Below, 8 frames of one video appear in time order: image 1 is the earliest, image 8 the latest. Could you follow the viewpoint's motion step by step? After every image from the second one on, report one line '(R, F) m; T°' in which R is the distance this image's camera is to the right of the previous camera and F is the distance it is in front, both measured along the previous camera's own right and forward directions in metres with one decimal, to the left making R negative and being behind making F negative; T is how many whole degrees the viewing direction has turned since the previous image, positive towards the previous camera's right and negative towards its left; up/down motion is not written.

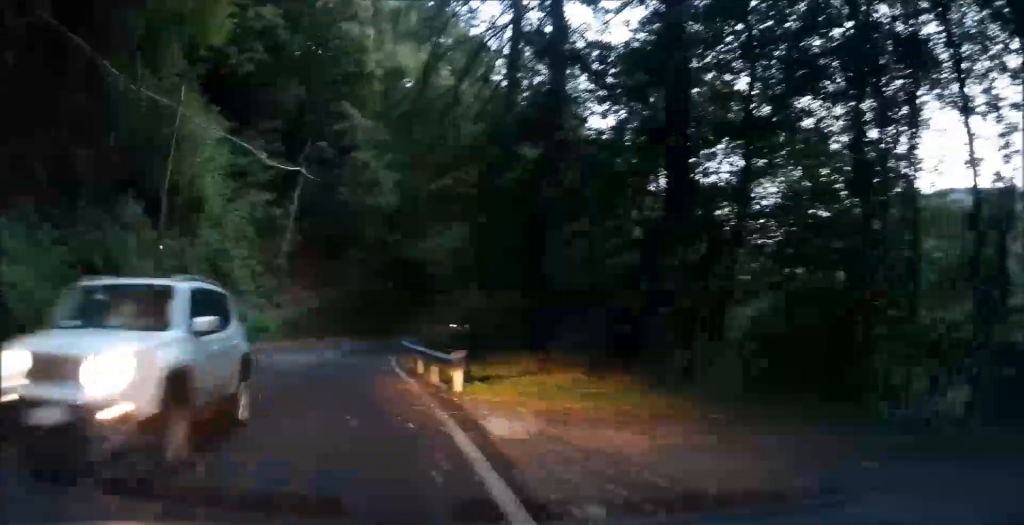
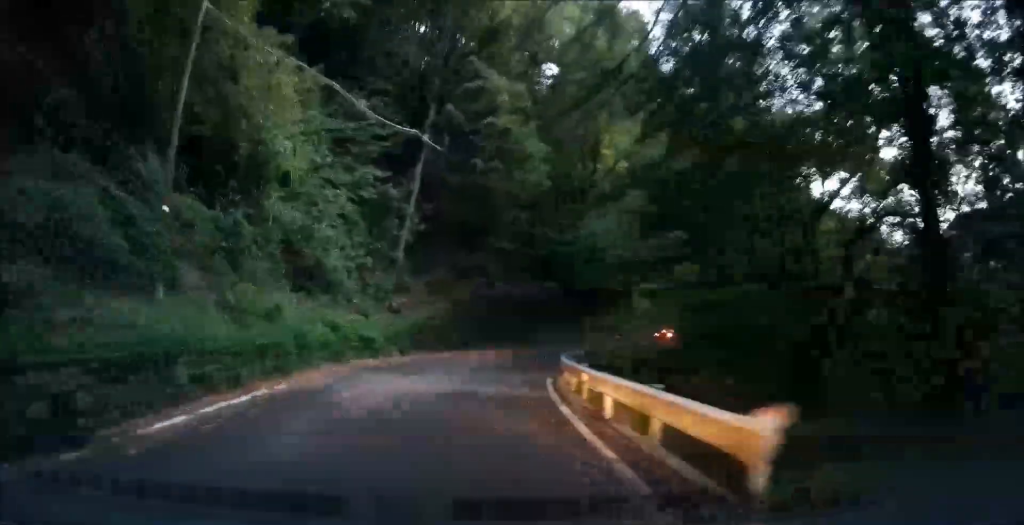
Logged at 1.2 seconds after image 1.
(-0.7, +8.3) m; -7°
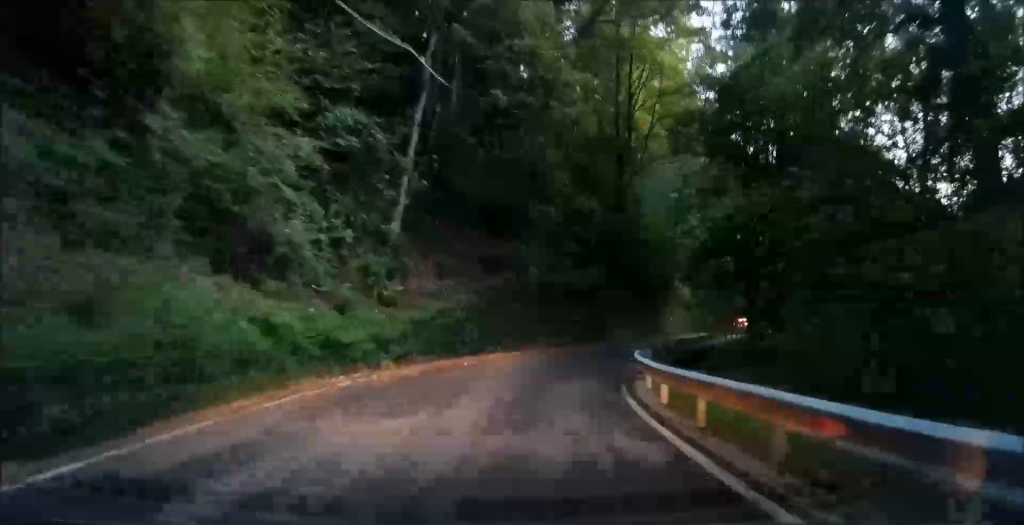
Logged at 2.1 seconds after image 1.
(-0.1, +7.0) m; -1°
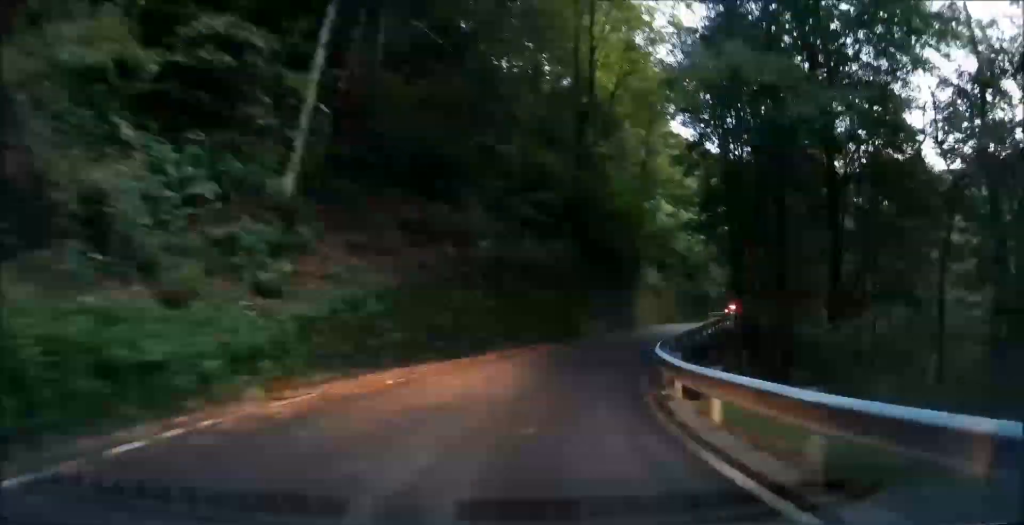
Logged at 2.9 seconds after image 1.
(0.0, +6.1) m; +1°
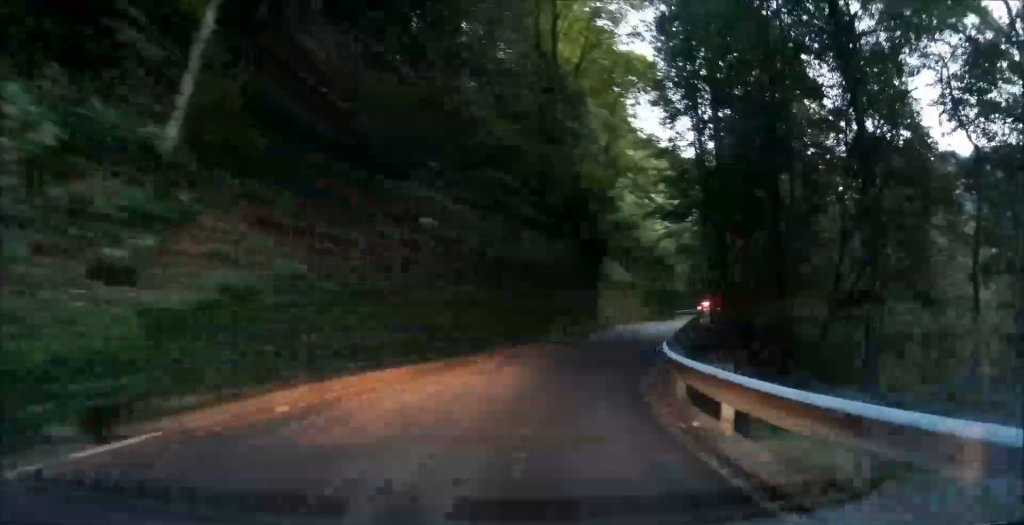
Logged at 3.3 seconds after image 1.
(-0.1, +3.8) m; +1°
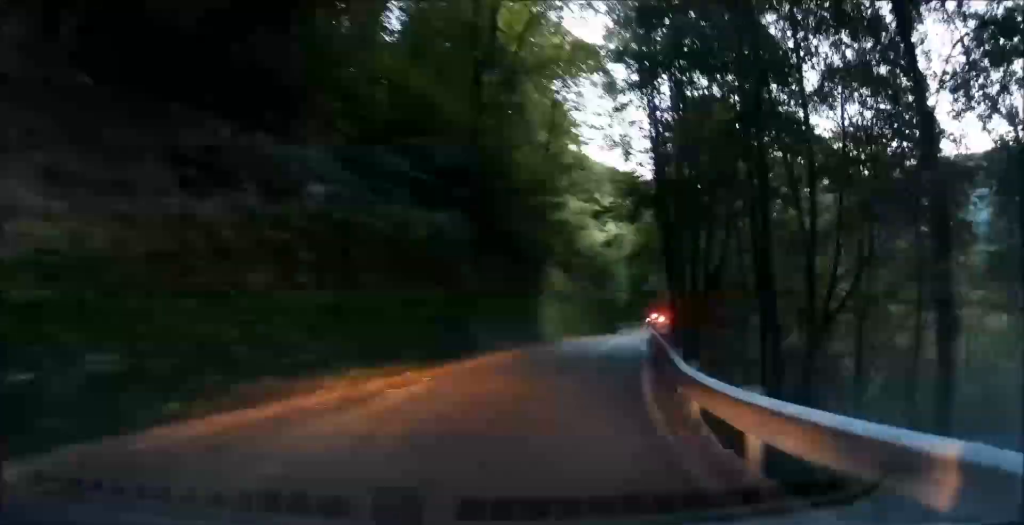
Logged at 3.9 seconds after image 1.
(+0.1, +4.5) m; +3°
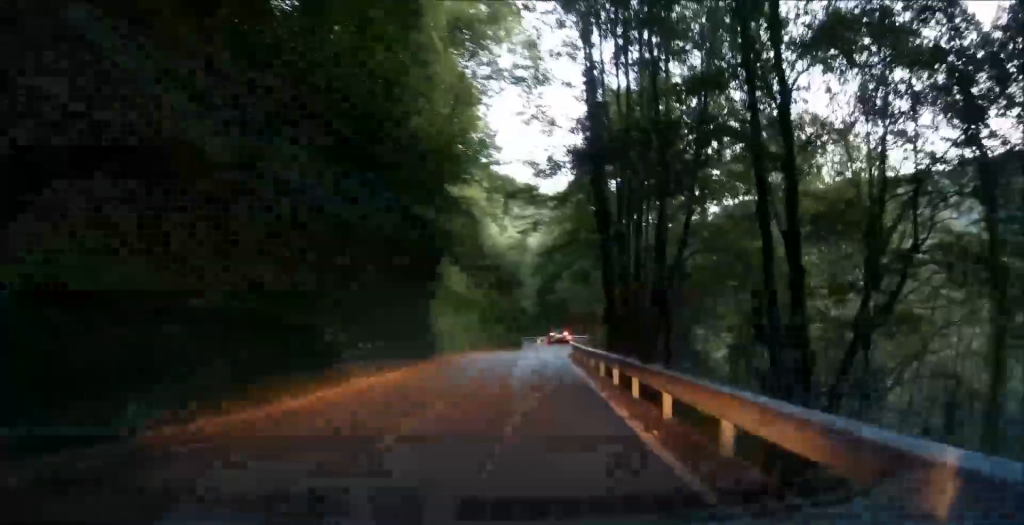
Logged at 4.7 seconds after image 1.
(+0.3, +7.3) m; +6°
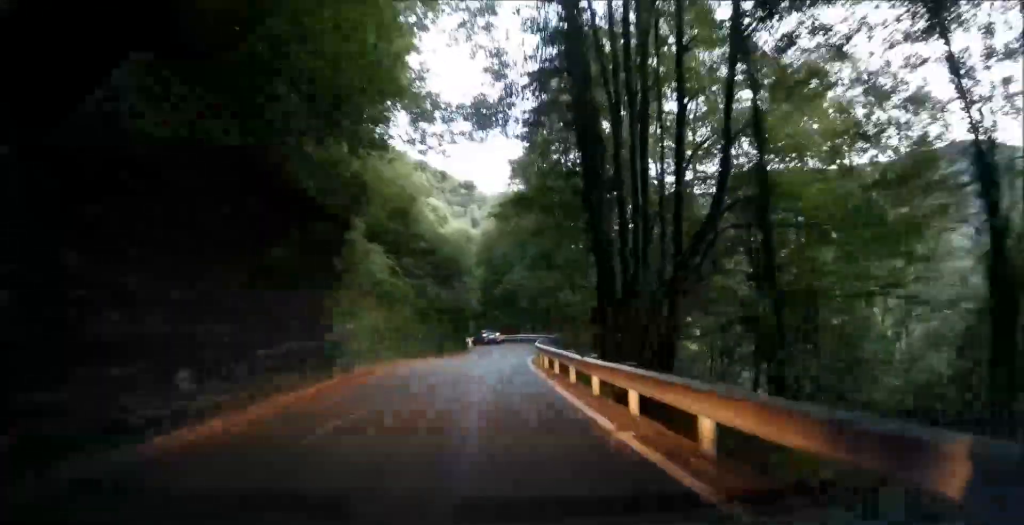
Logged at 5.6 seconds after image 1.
(+0.5, +8.1) m; +4°
